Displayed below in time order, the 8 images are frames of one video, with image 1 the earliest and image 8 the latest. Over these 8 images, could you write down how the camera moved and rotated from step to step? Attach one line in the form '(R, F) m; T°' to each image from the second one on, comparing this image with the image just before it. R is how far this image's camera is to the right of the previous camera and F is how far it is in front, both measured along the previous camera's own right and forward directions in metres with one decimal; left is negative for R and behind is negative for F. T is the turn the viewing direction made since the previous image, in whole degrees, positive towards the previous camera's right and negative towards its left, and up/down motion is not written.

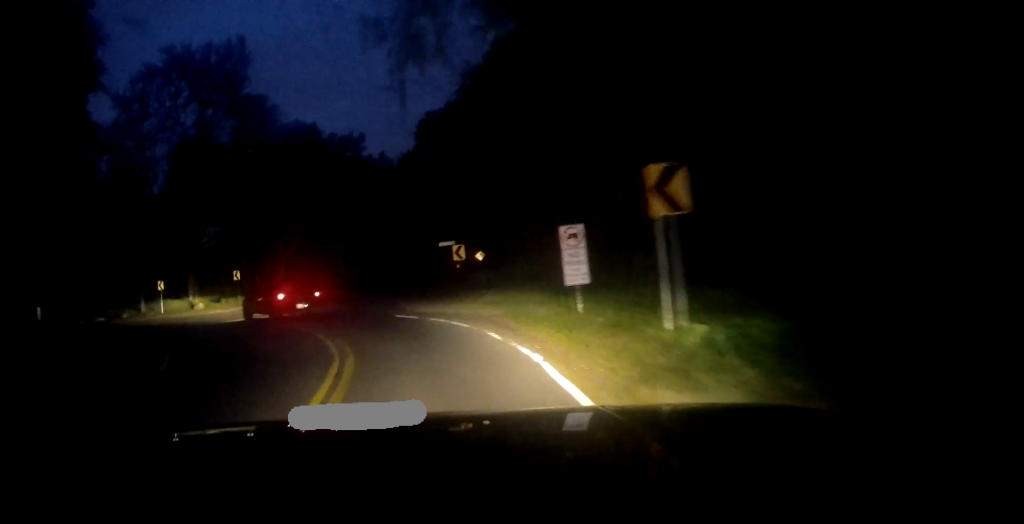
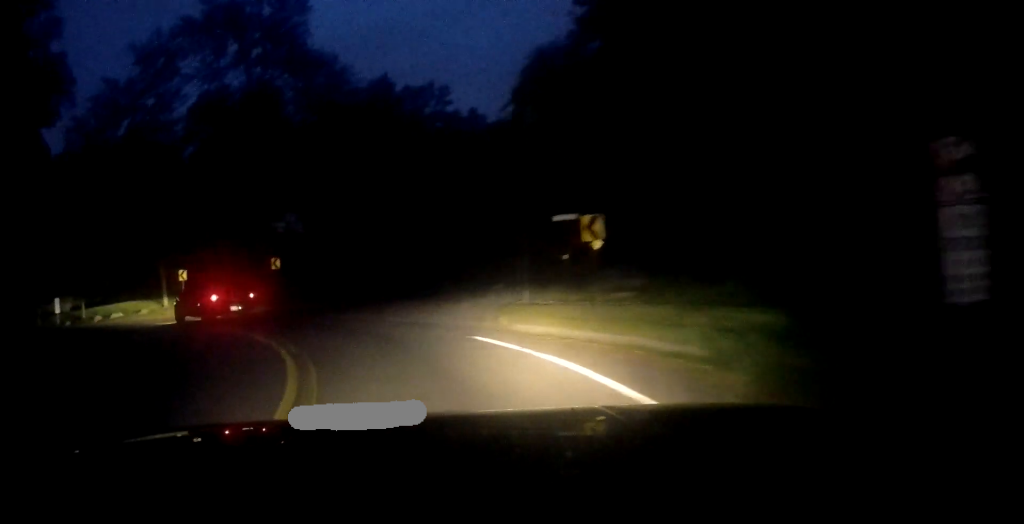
(-0.5, +10.4) m; -9°
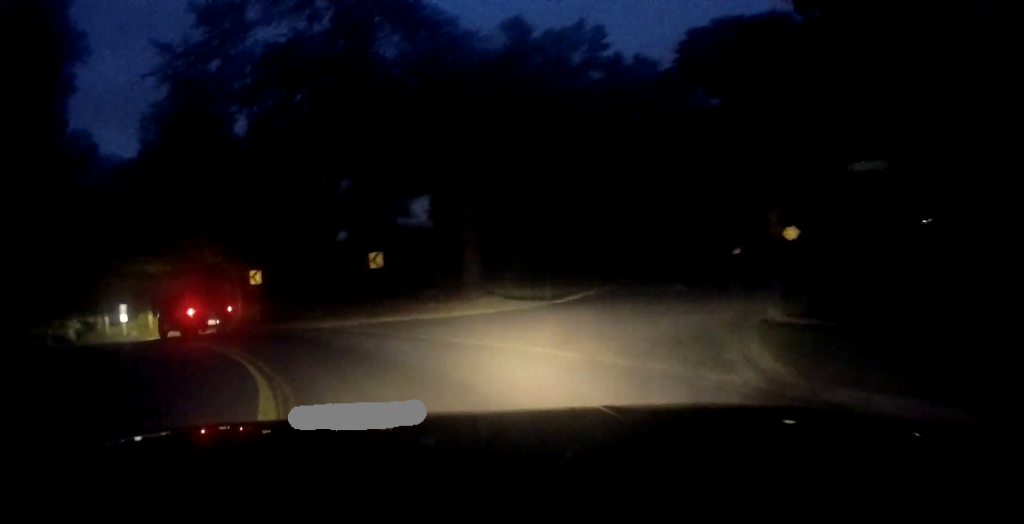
(-0.8, +8.0) m; -12°
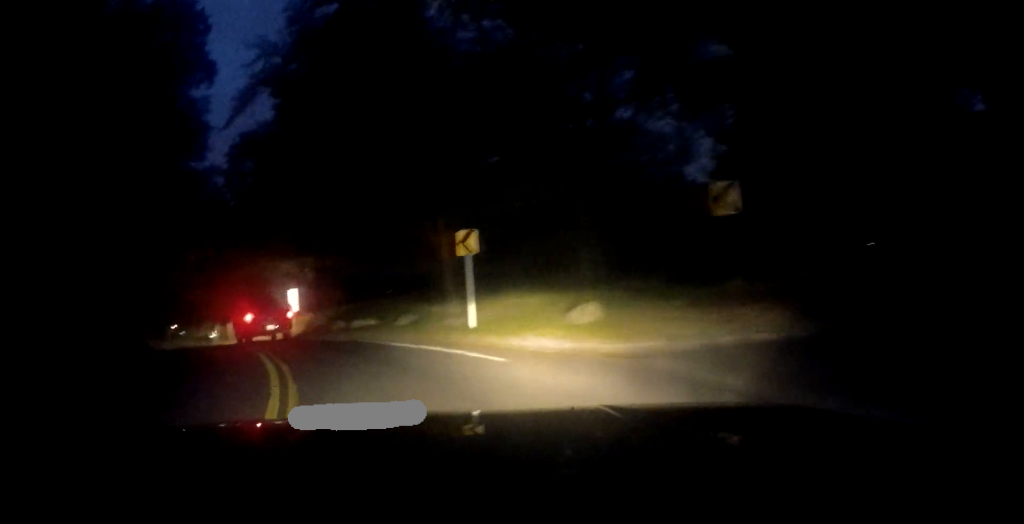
(-1.8, +10.4) m; -20°
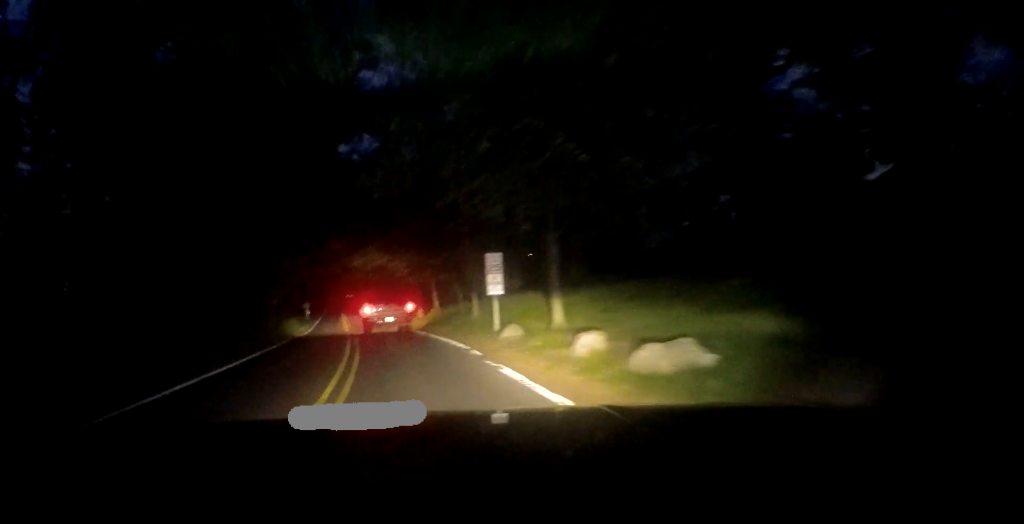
(-2.2, +11.6) m; -22°
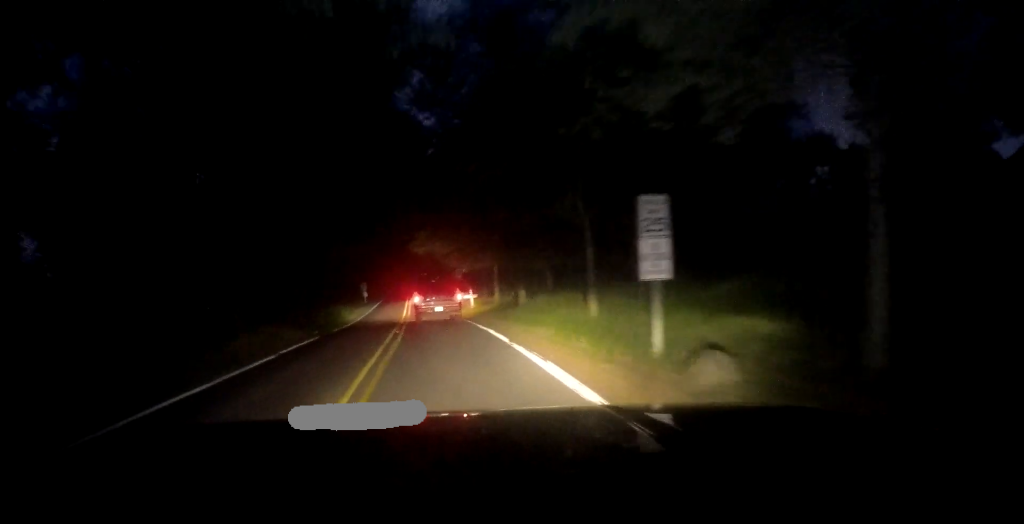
(-0.8, +8.2) m; -8°
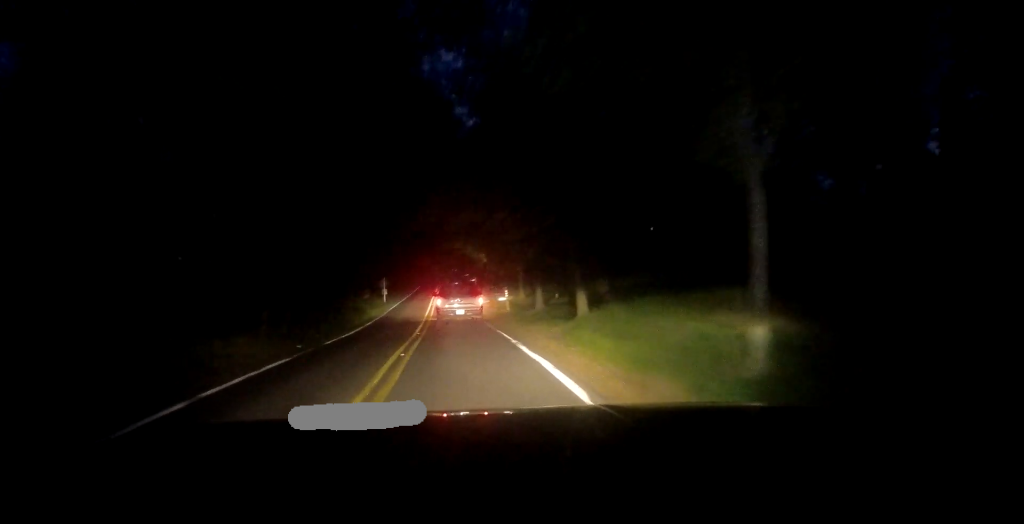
(-0.4, +6.4) m; -5°
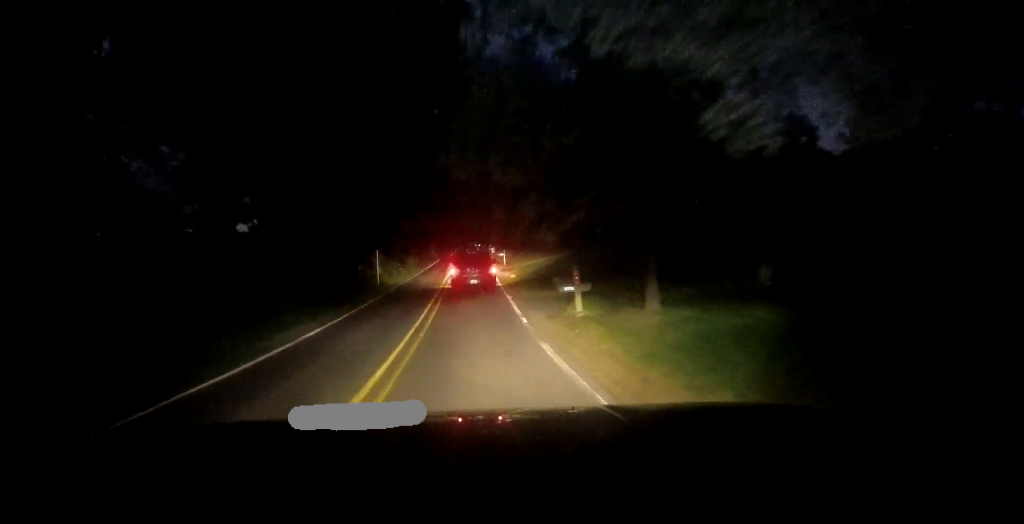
(-1.1, +14.3) m; -11°
